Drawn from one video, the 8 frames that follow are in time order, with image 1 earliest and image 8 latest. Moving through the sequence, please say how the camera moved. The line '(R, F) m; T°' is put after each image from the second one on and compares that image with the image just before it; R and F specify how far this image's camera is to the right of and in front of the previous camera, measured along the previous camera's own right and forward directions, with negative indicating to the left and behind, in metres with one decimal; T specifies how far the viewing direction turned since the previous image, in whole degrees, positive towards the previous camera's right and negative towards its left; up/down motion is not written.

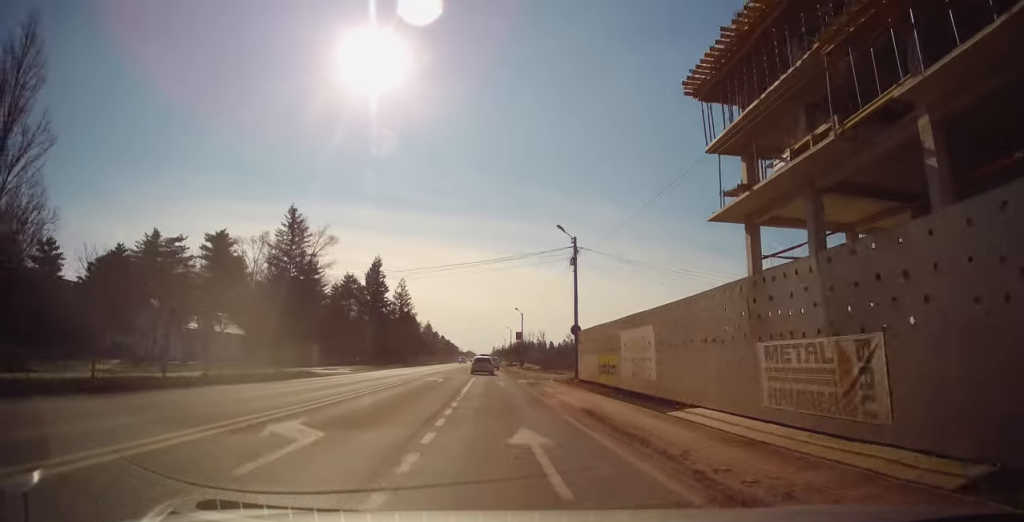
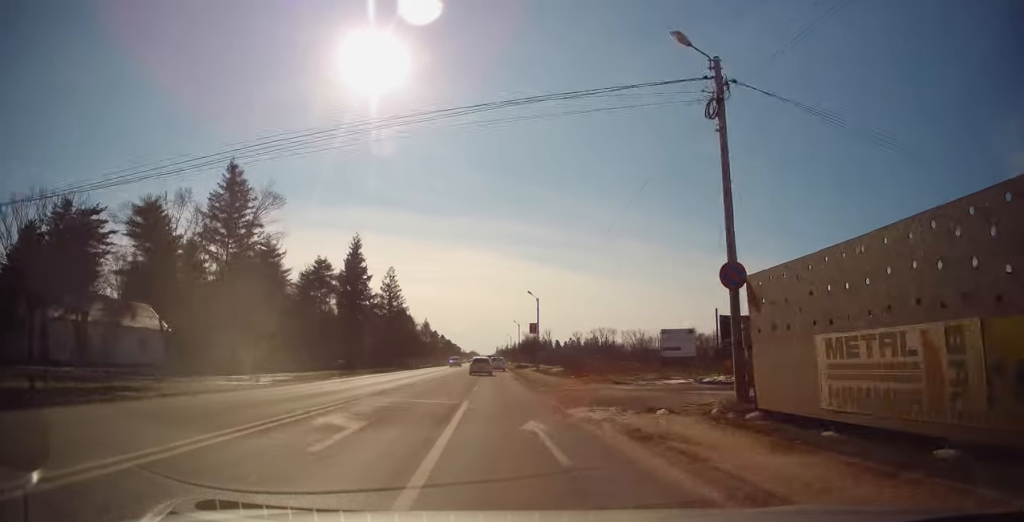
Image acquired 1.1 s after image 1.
(0.0, +19.5) m; 0°
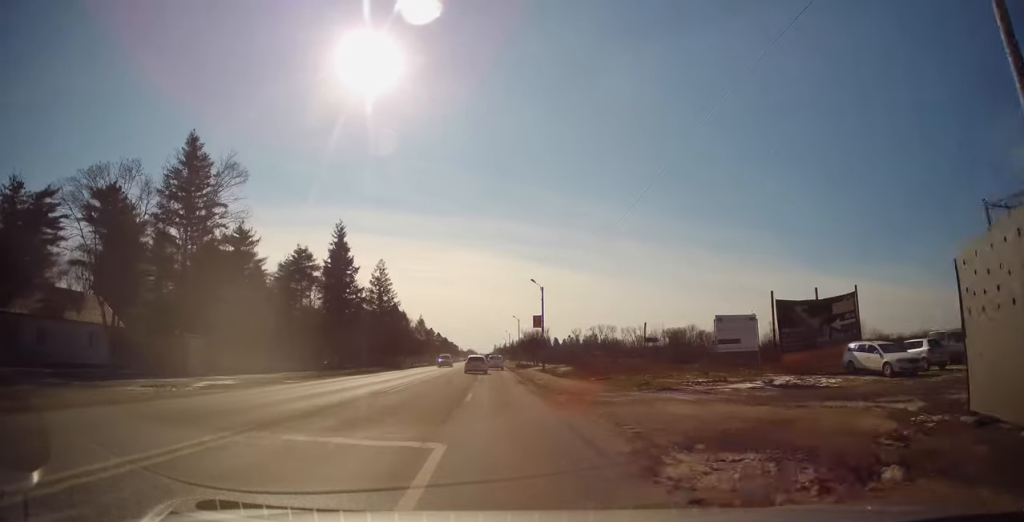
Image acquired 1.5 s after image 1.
(0.0, +7.9) m; 0°
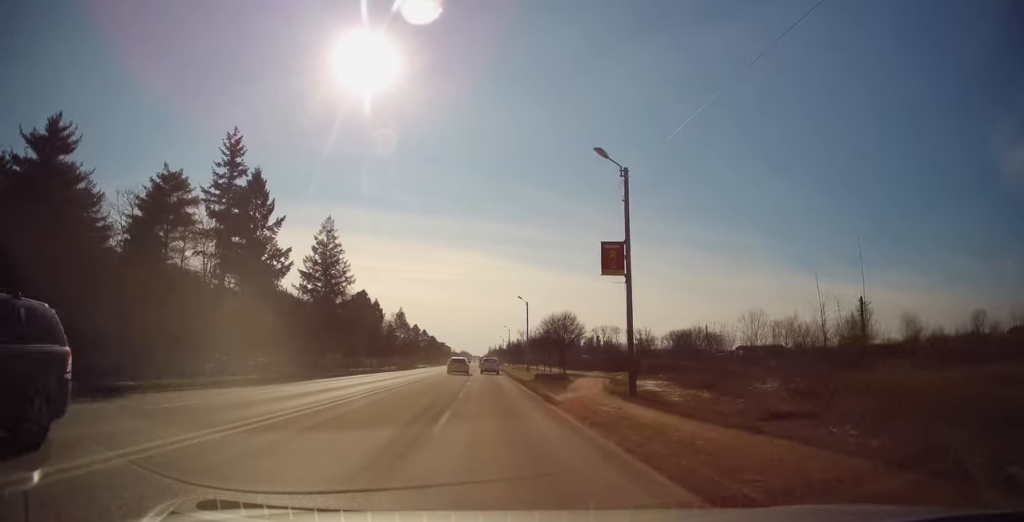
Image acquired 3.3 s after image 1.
(0.0, +33.1) m; 0°
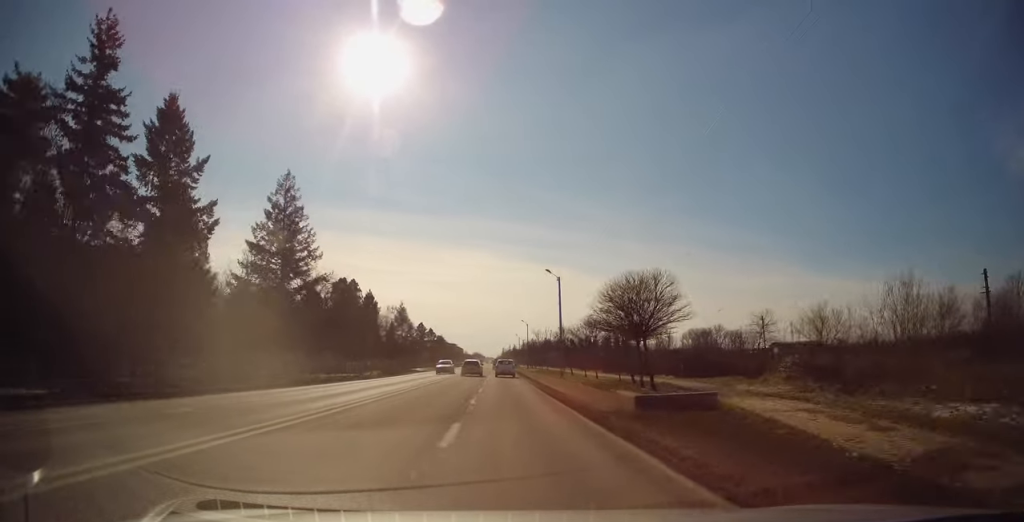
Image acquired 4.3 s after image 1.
(-0.1, +19.7) m; 0°
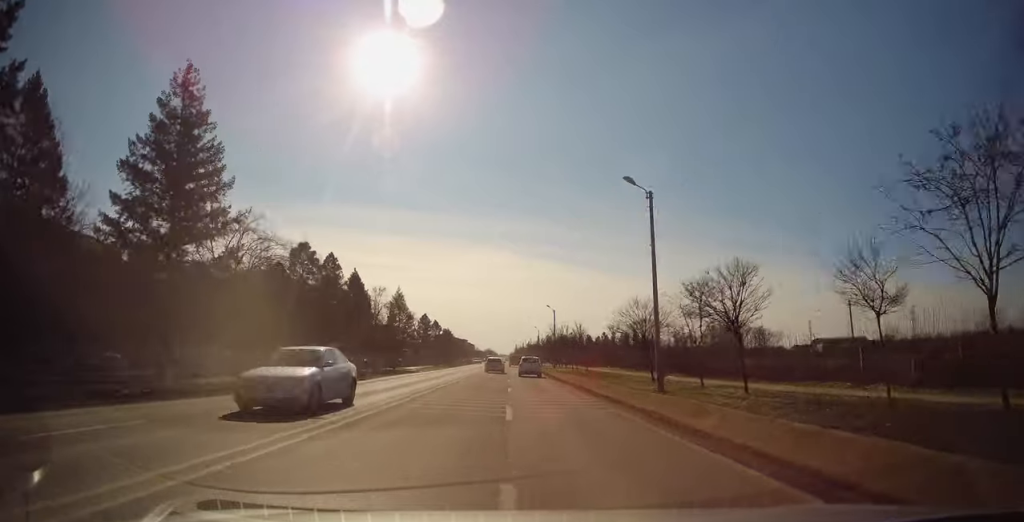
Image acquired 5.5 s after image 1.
(0.0, +22.5) m; -1°
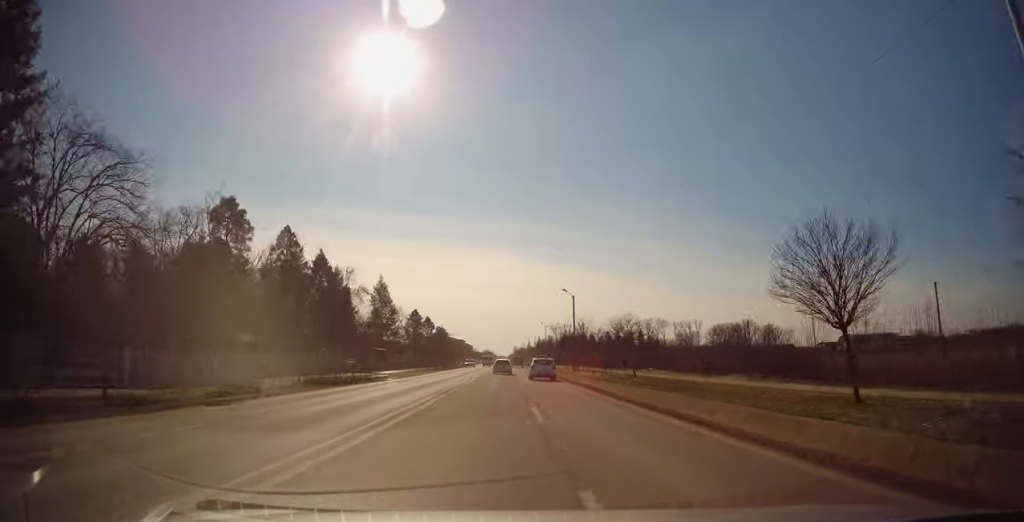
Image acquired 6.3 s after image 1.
(-0.1, +17.9) m; -1°
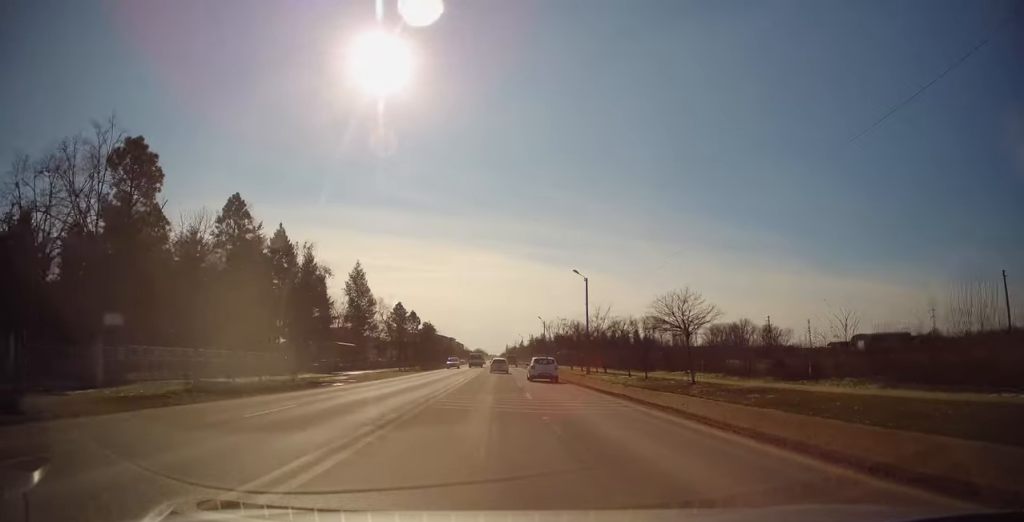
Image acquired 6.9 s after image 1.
(-0.3, +12.1) m; 0°
